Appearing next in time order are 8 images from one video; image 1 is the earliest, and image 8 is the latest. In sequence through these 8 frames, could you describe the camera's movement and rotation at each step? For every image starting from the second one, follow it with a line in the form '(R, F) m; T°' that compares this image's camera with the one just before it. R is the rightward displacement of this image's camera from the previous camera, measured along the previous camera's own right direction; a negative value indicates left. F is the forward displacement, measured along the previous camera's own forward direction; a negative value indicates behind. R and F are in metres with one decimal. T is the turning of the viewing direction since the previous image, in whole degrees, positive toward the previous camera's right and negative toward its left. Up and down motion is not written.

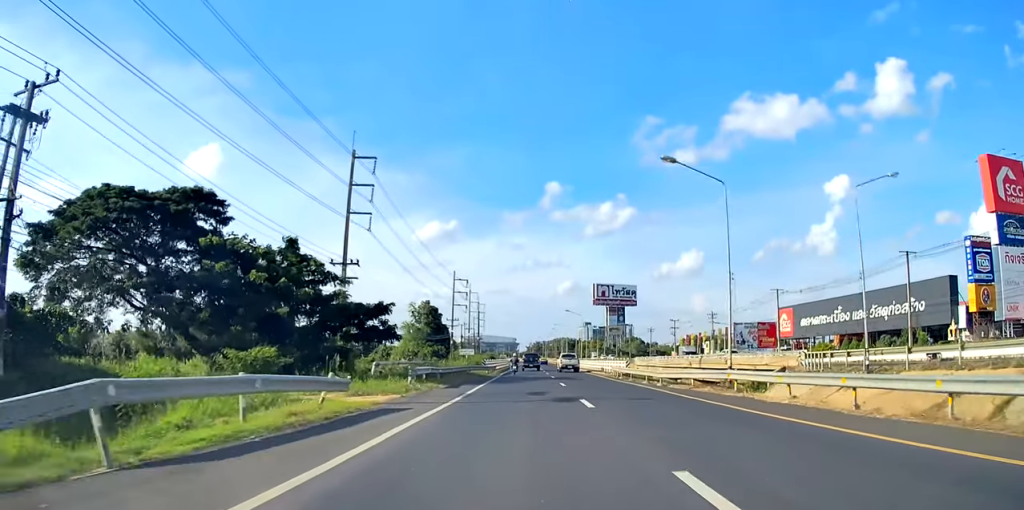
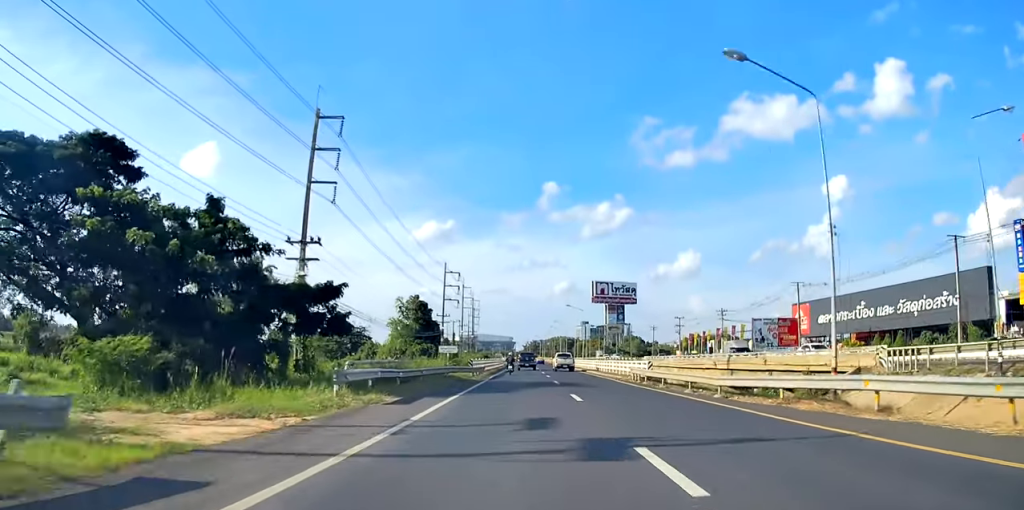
(+0.3, +10.0) m; 0°
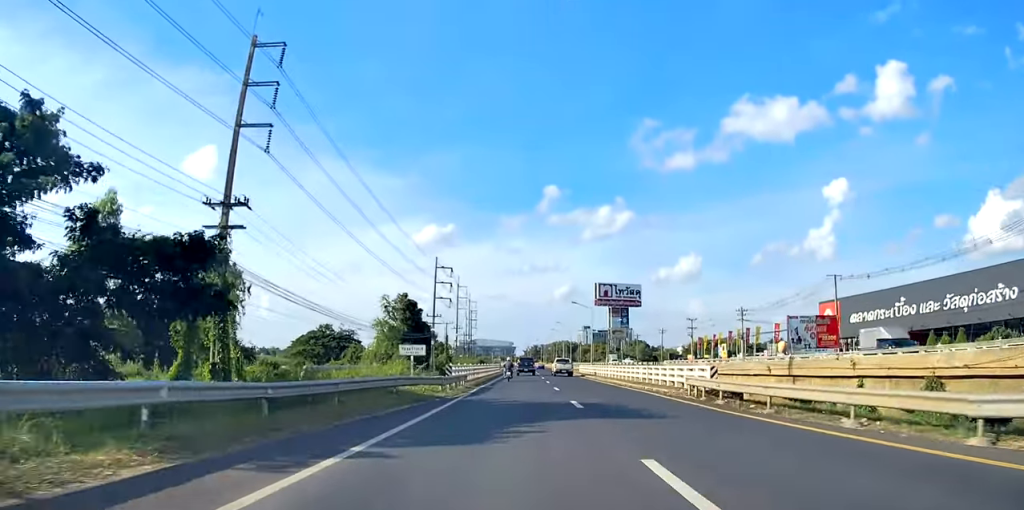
(-0.4, +13.2) m; -1°
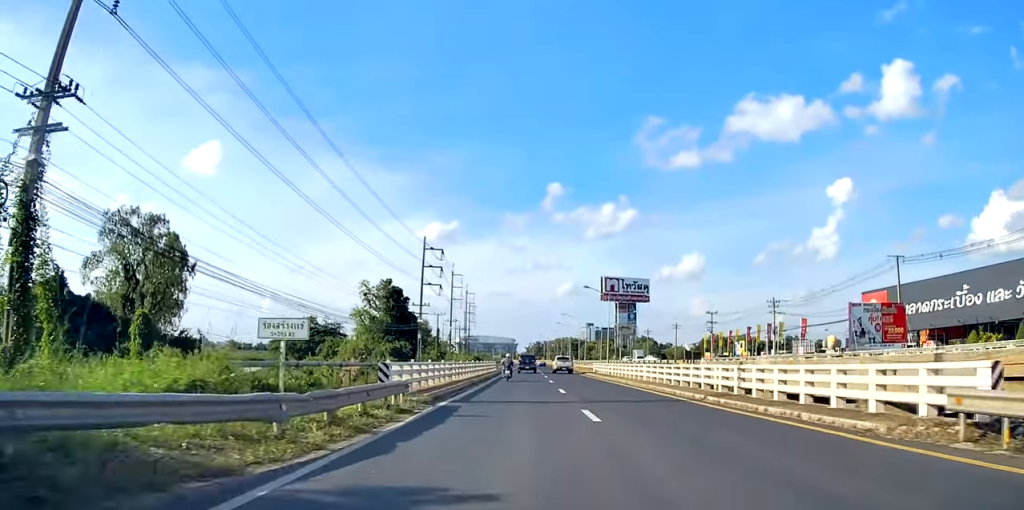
(-0.3, +16.2) m; 0°
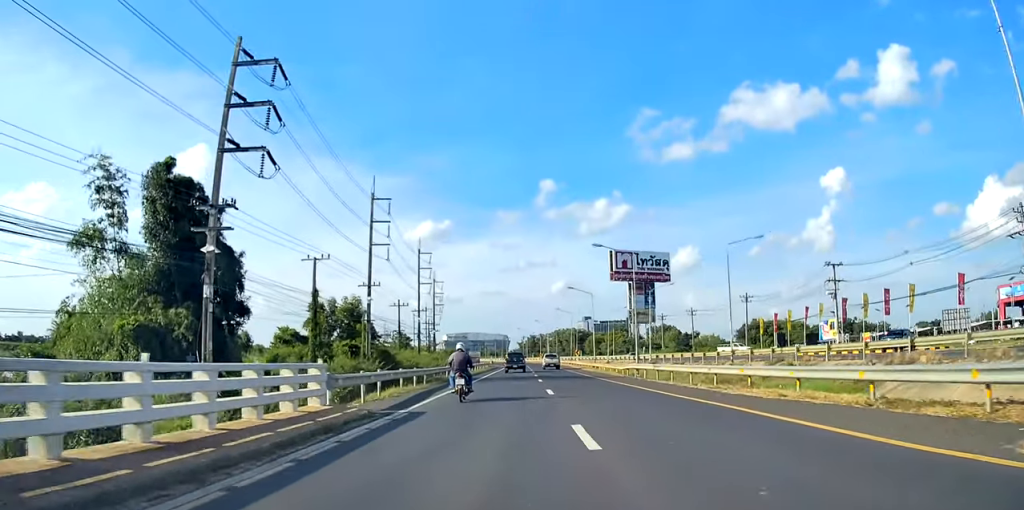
(+1.2, +64.4) m; +1°
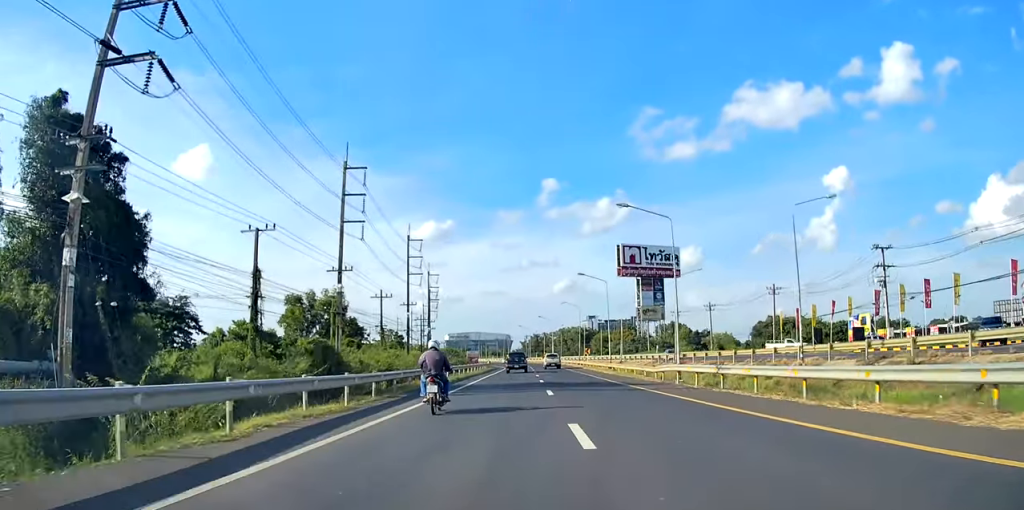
(+0.5, +12.6) m; 0°
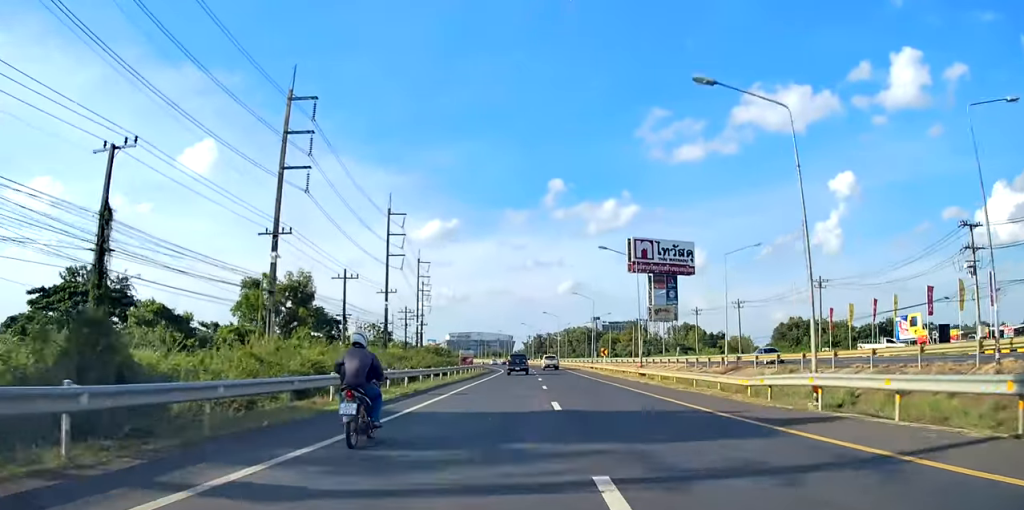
(-0.3, +15.5) m; -1°
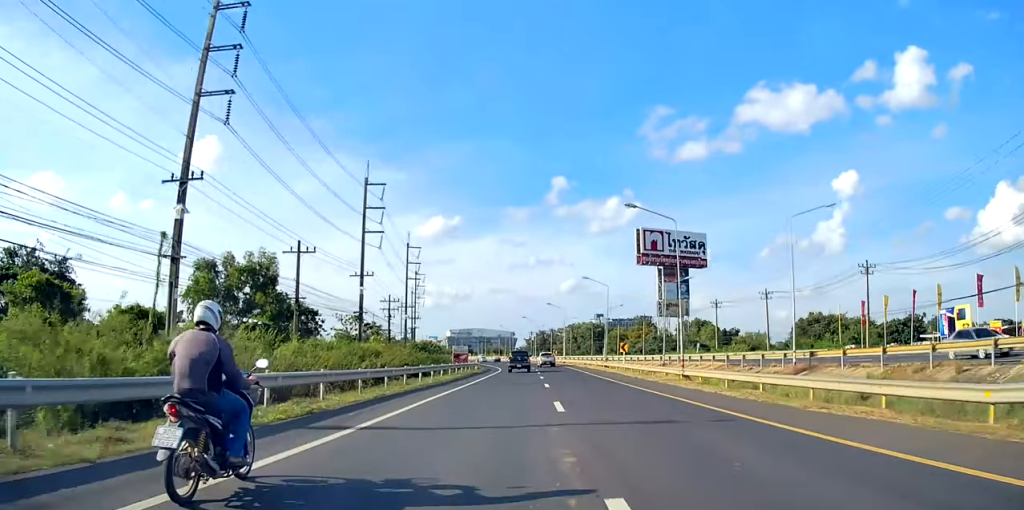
(-0.2, +13.7) m; -1°
